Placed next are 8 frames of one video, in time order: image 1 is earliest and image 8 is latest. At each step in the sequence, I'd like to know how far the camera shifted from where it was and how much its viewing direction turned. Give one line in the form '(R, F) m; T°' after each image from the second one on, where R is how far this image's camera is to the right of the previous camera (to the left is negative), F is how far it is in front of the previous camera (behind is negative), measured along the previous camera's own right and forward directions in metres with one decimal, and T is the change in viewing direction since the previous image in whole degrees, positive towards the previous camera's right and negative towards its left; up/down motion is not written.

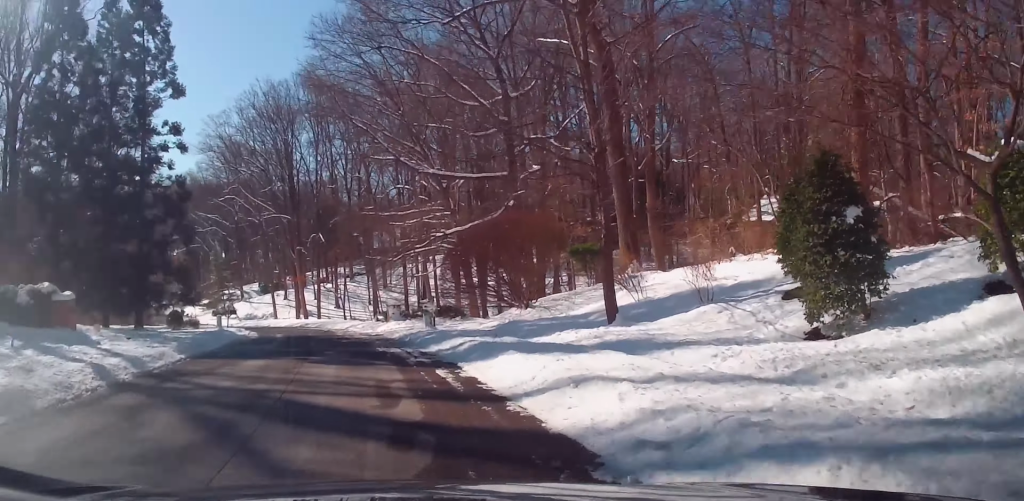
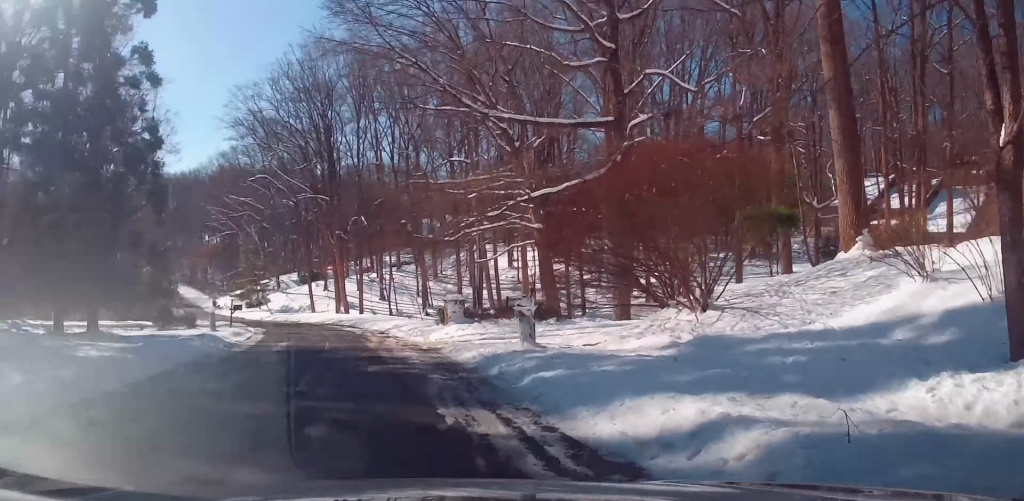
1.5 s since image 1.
(-0.6, +9.7) m; -4°
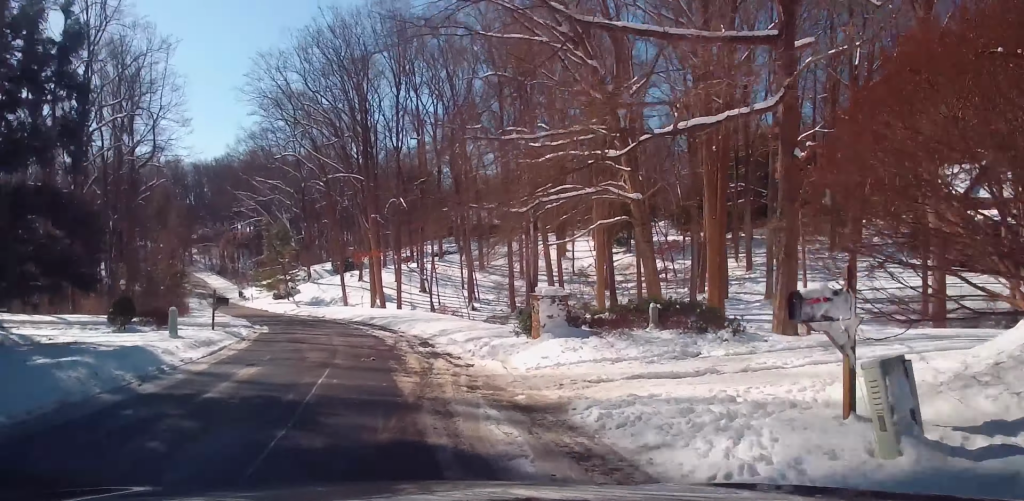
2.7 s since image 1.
(-0.1, +9.0) m; -2°
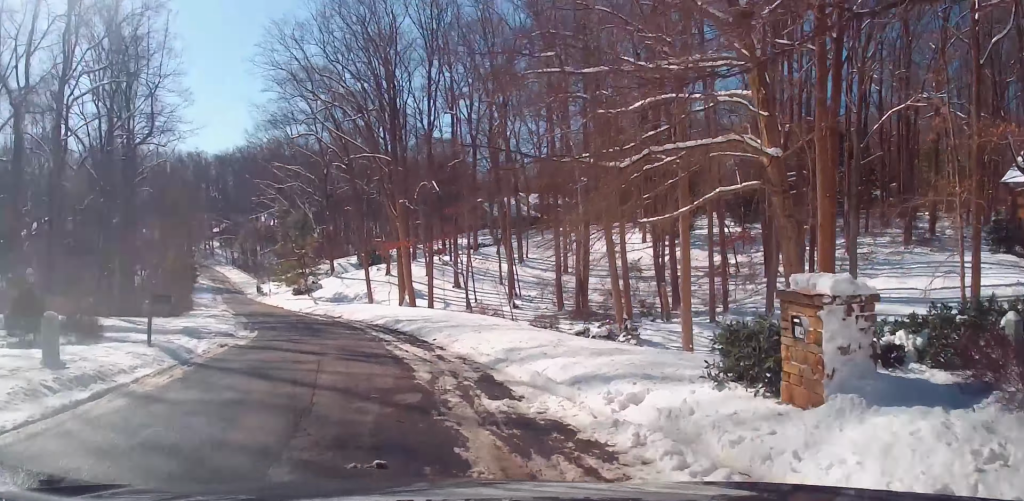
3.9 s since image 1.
(-0.1, +8.3) m; -3°
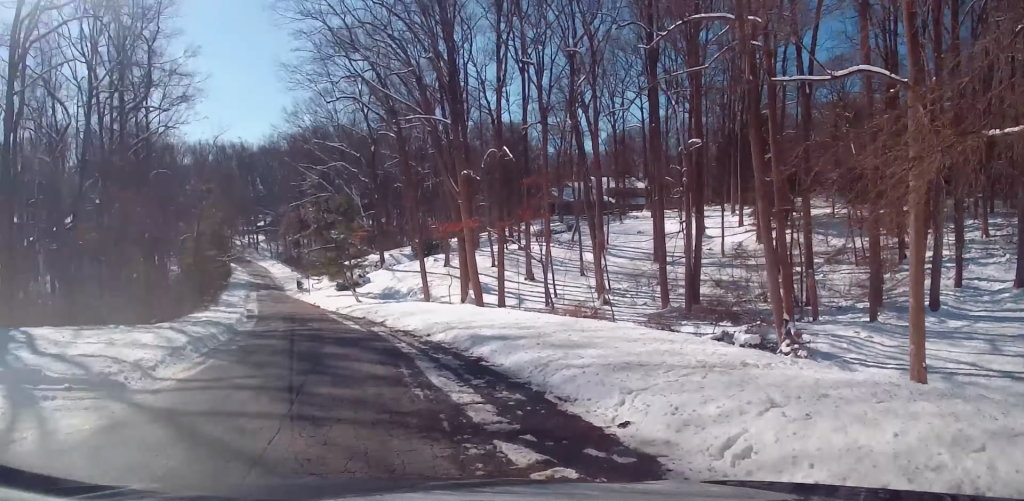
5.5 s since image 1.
(-0.5, +12.6) m; -4°
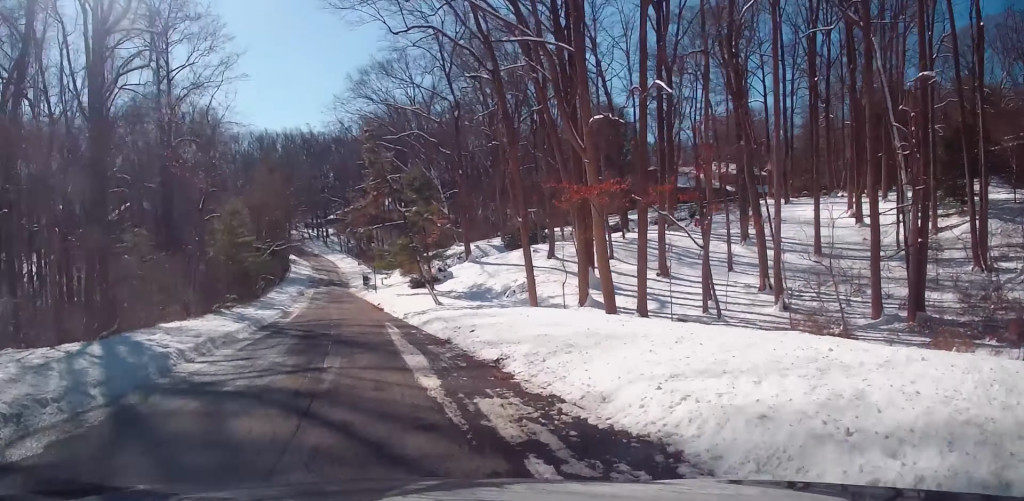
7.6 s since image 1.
(-0.7, +16.4) m; -4°
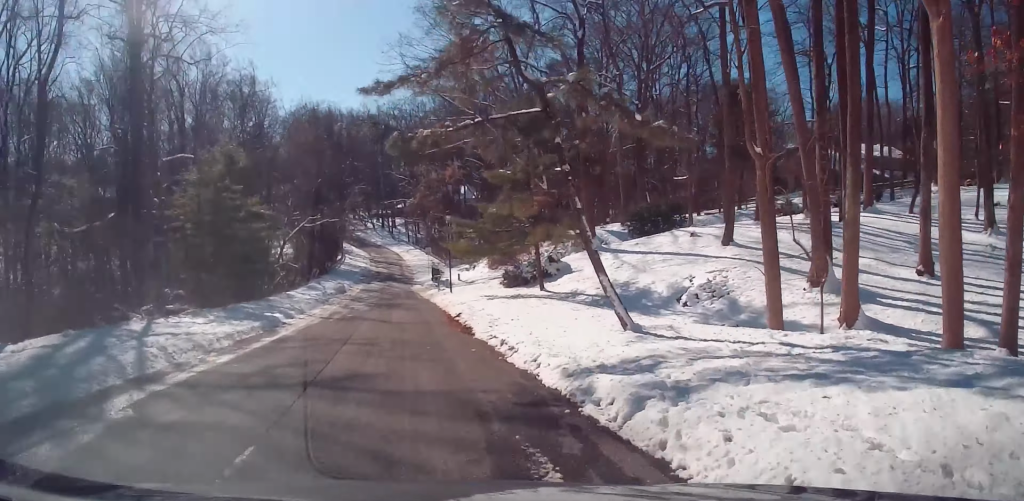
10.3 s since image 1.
(-0.4, +22.6) m; -1°
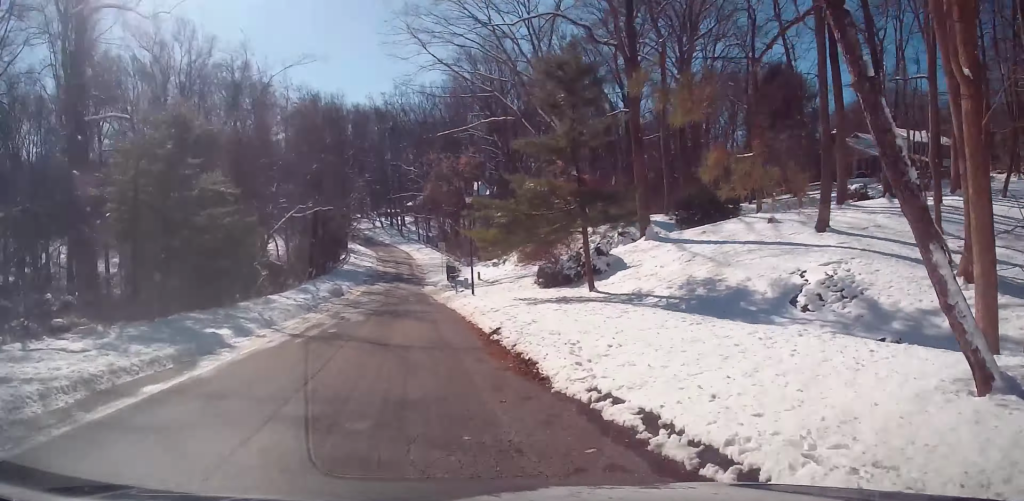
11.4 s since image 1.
(0.0, +9.0) m; 0°
